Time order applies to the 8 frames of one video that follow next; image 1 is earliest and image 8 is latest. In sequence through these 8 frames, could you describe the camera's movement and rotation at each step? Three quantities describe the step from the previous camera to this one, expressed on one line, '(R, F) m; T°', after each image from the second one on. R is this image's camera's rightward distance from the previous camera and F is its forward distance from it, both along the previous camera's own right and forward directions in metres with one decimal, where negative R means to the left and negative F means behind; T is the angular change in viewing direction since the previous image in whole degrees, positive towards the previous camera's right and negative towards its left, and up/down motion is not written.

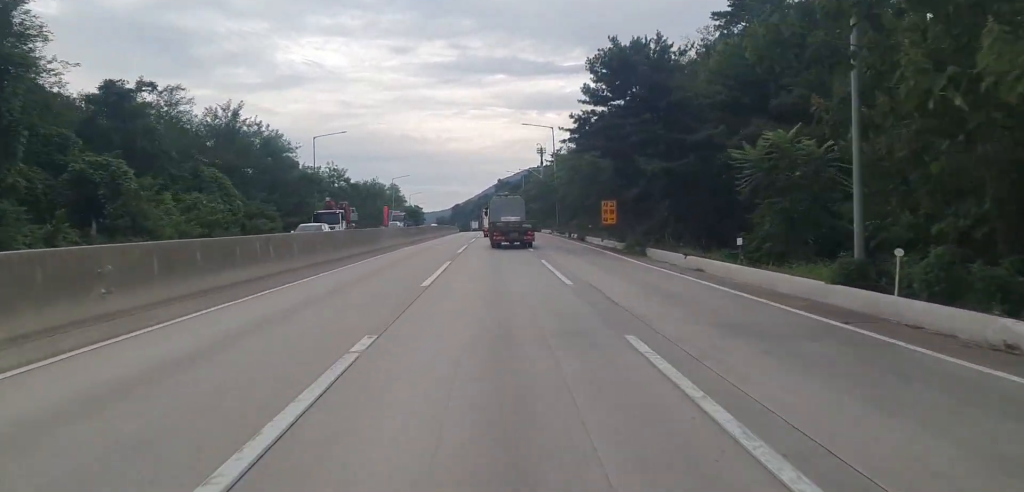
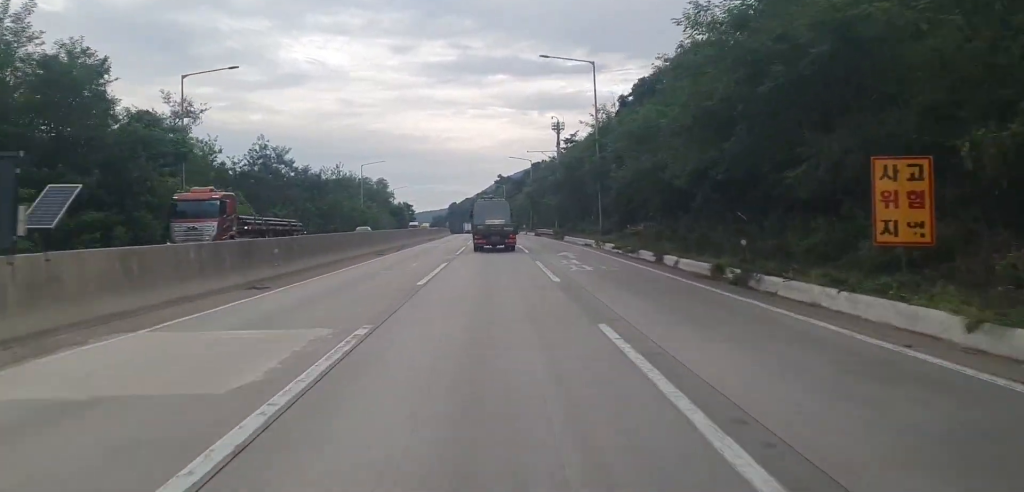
(-0.1, +42.1) m; 0°
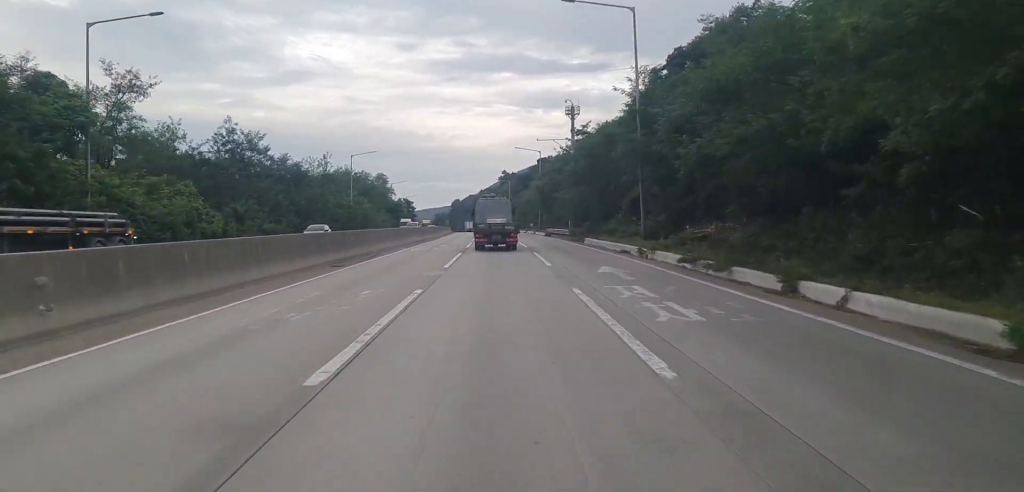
(0.0, +14.0) m; 0°
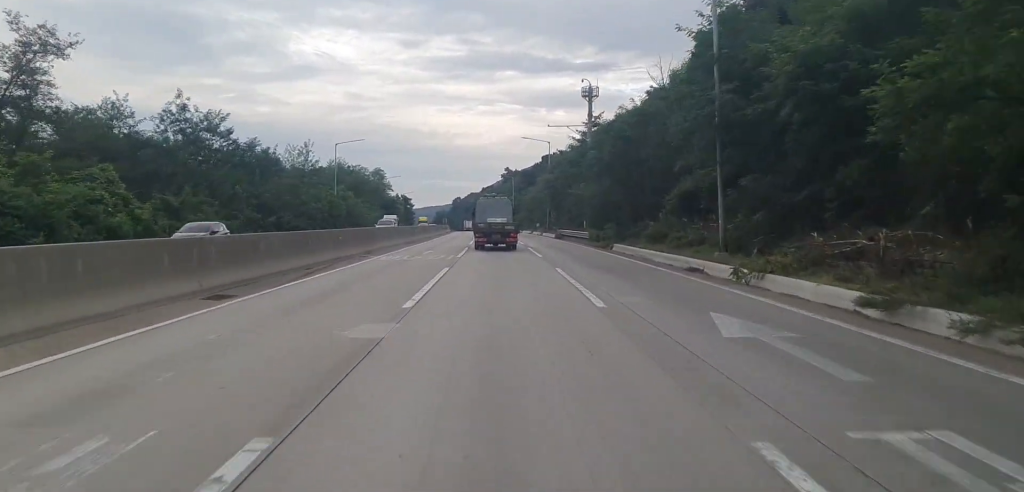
(0.0, +14.0) m; 0°
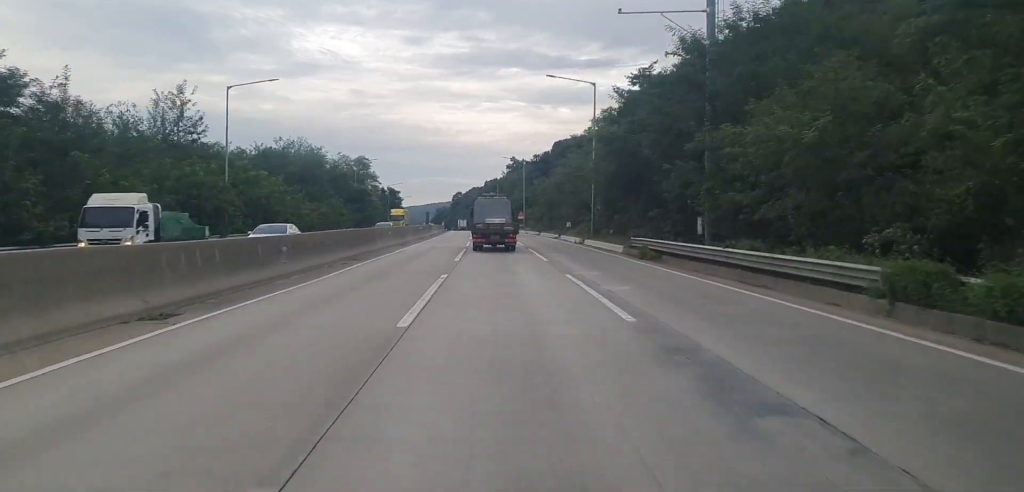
(0.0, +43.8) m; +1°
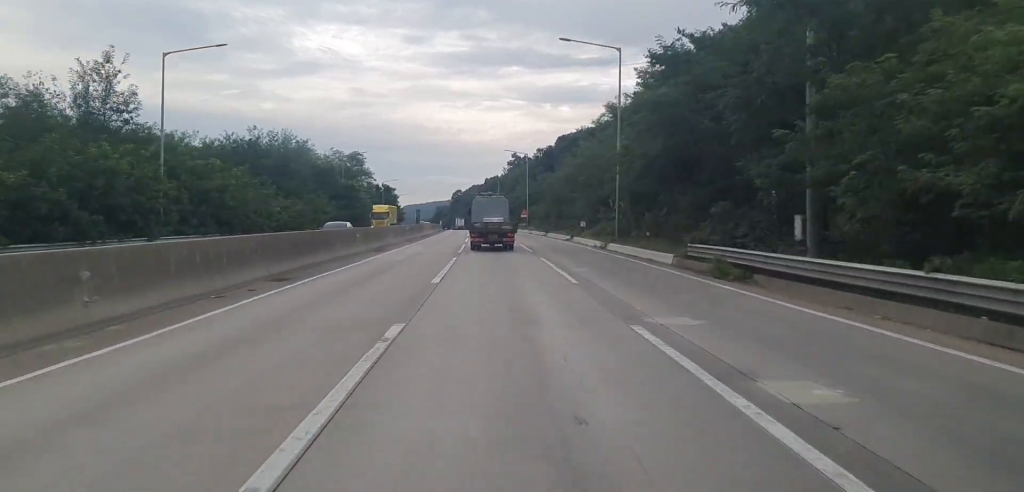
(+0.1, +11.8) m; 0°
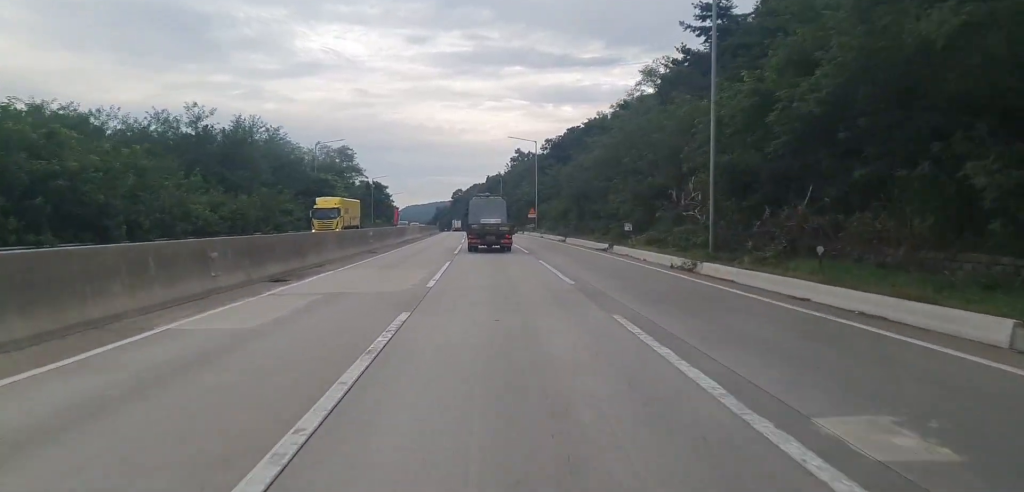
(0.0, +20.0) m; -1°
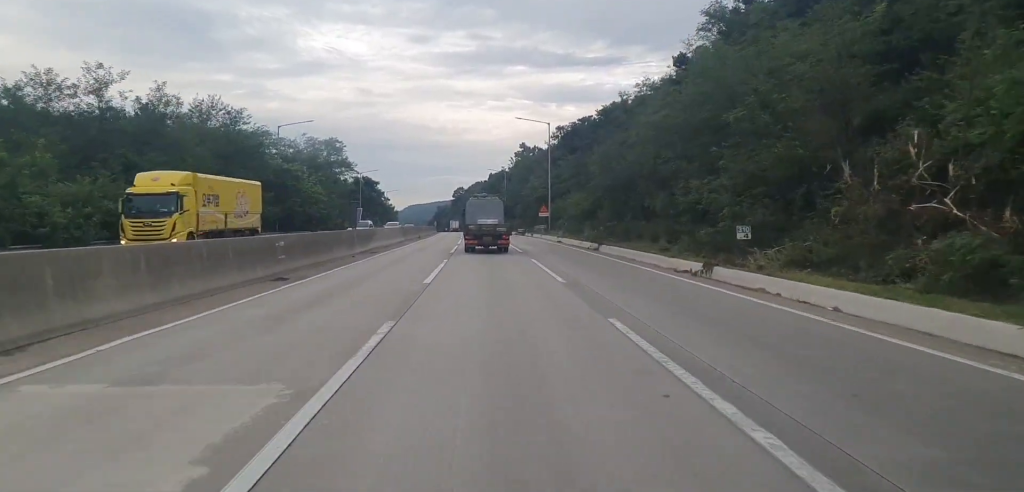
(-0.2, +19.0) m; -1°
